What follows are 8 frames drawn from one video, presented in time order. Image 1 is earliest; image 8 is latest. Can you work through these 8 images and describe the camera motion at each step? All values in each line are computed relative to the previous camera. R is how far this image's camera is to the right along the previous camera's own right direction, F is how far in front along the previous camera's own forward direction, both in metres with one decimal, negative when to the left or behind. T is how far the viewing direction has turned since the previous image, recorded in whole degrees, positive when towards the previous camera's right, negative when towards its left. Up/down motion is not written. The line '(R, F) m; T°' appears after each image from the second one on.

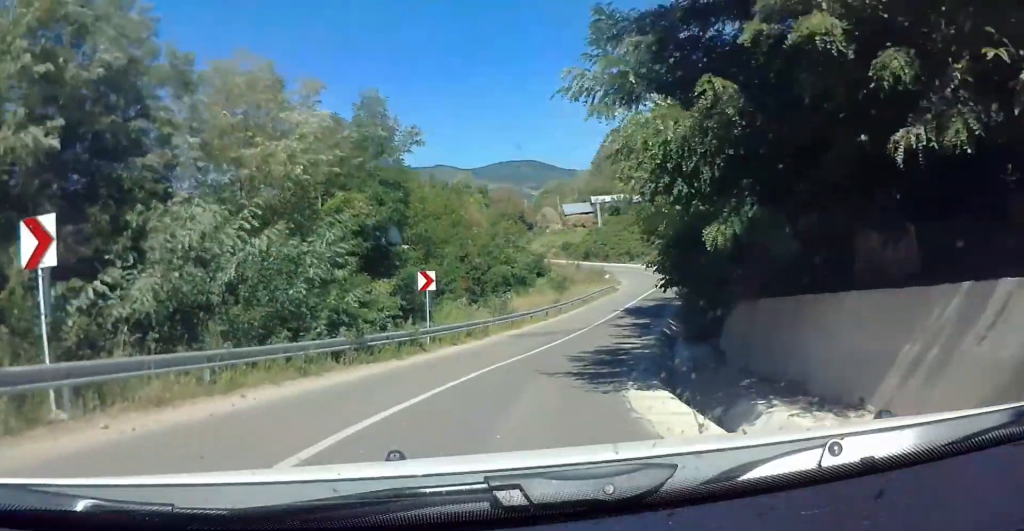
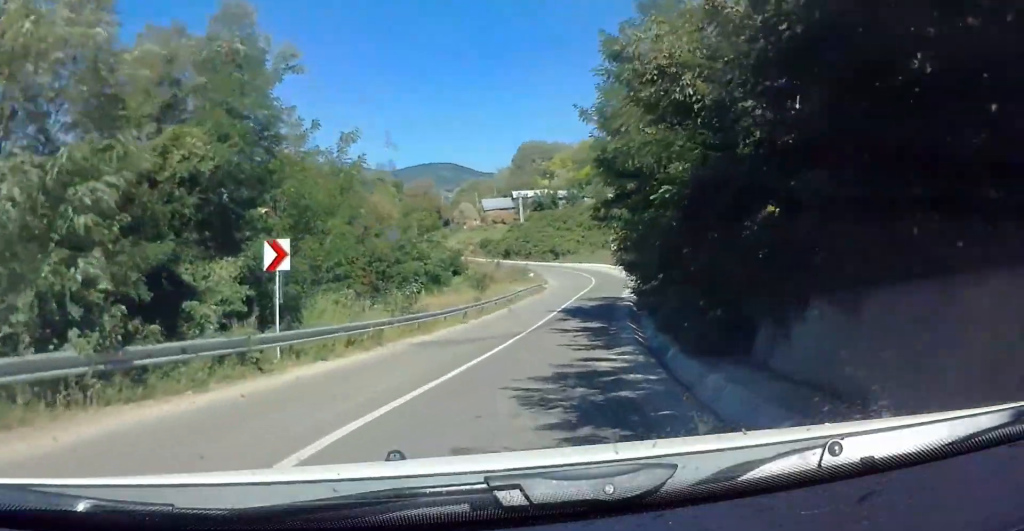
(-0.3, +8.6) m; +10°
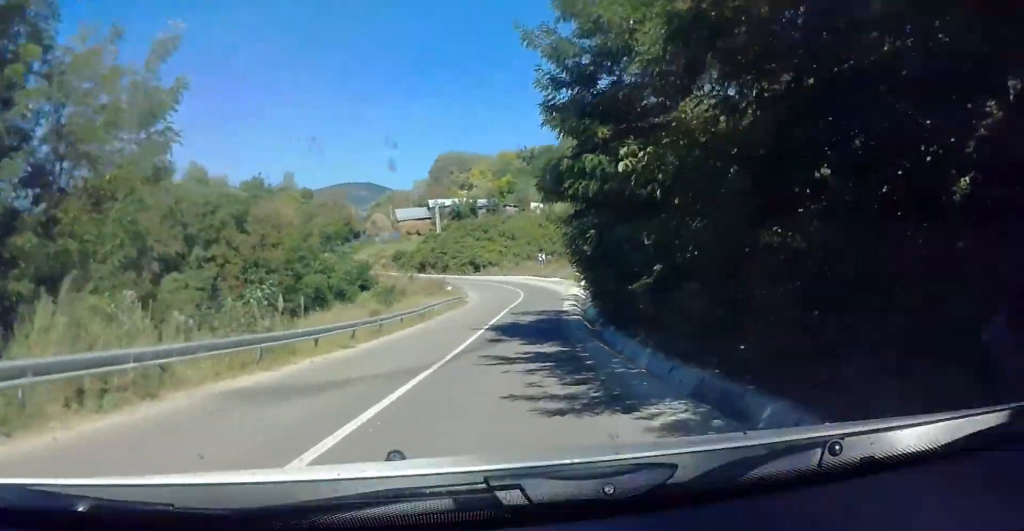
(+1.8, +9.7) m; +10°
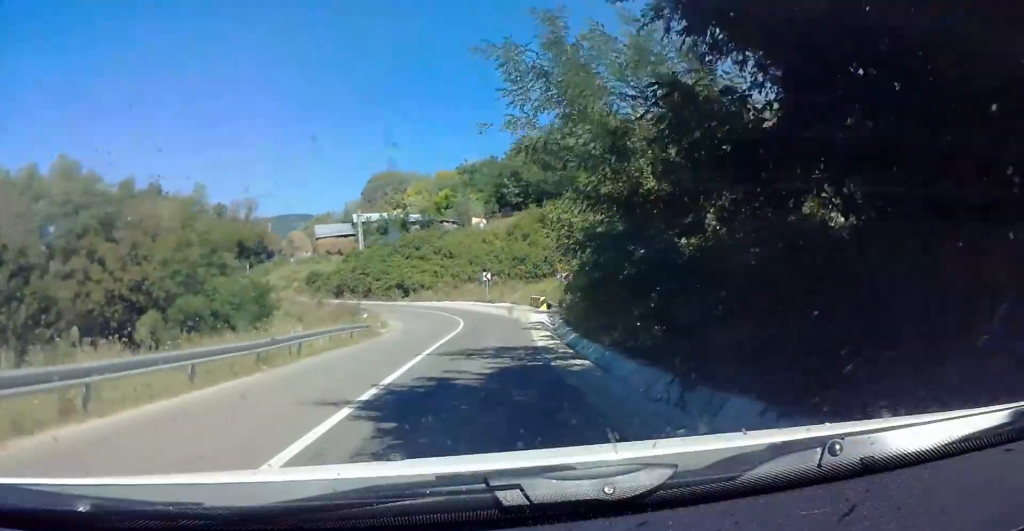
(+1.5, +16.9) m; +9°
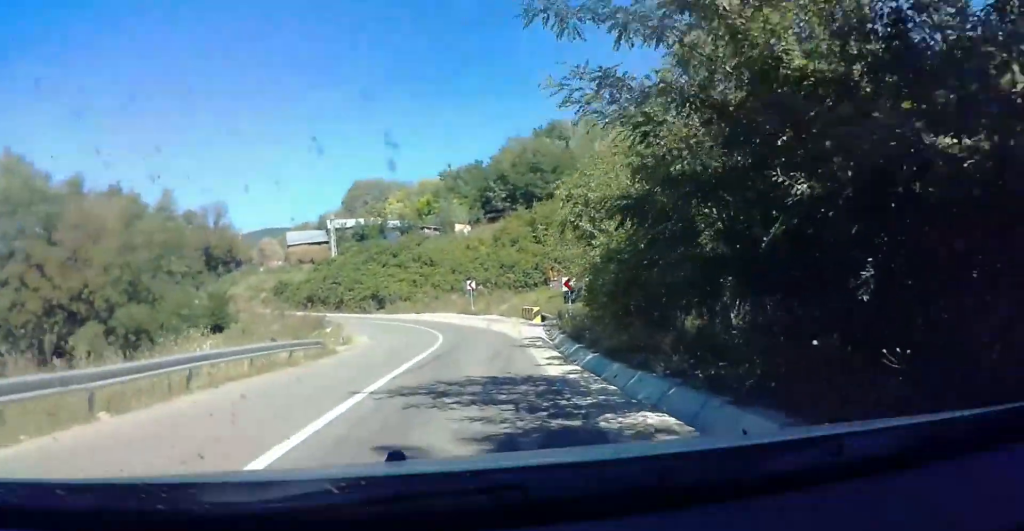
(+0.3, +7.3) m; +2°
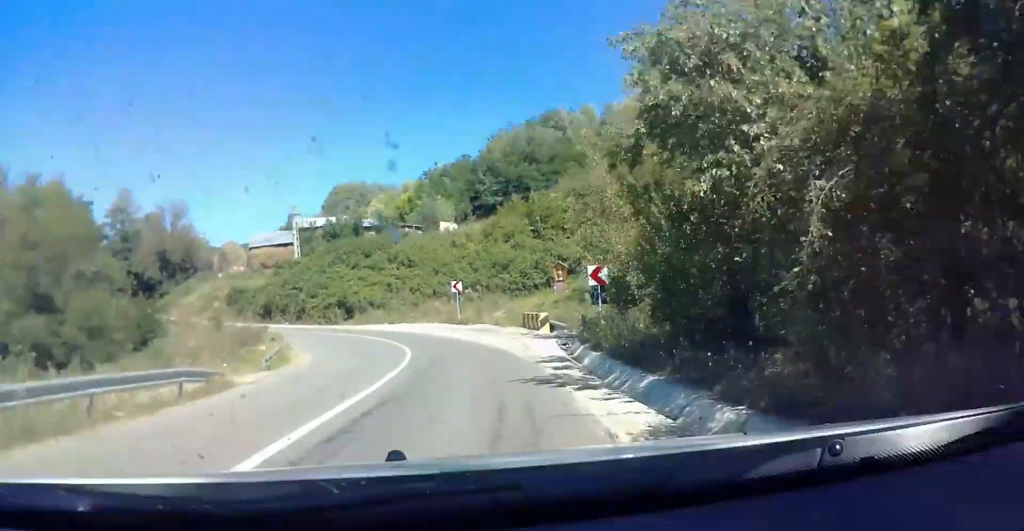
(+0.4, +11.2) m; +2°
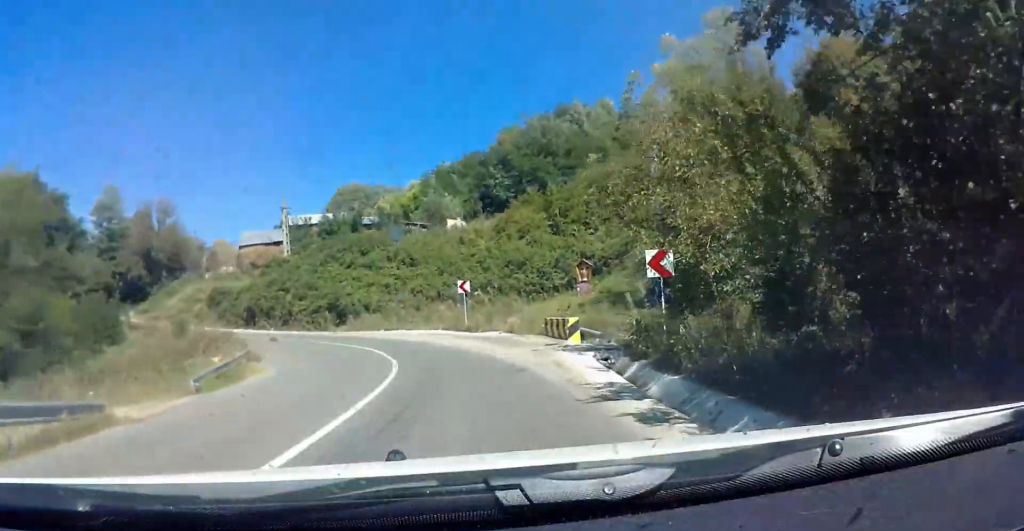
(+0.1, +6.9) m; 0°
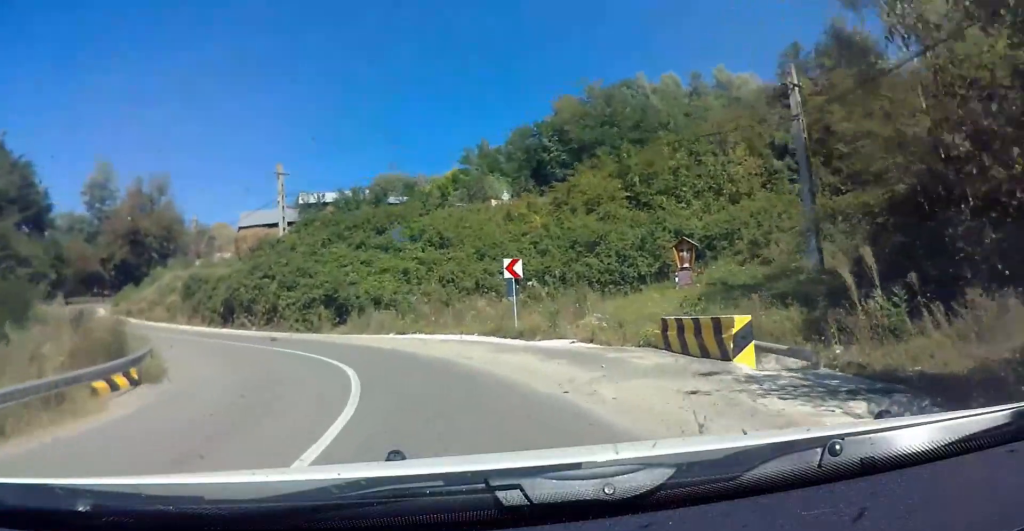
(0.0, +13.4) m; -4°
